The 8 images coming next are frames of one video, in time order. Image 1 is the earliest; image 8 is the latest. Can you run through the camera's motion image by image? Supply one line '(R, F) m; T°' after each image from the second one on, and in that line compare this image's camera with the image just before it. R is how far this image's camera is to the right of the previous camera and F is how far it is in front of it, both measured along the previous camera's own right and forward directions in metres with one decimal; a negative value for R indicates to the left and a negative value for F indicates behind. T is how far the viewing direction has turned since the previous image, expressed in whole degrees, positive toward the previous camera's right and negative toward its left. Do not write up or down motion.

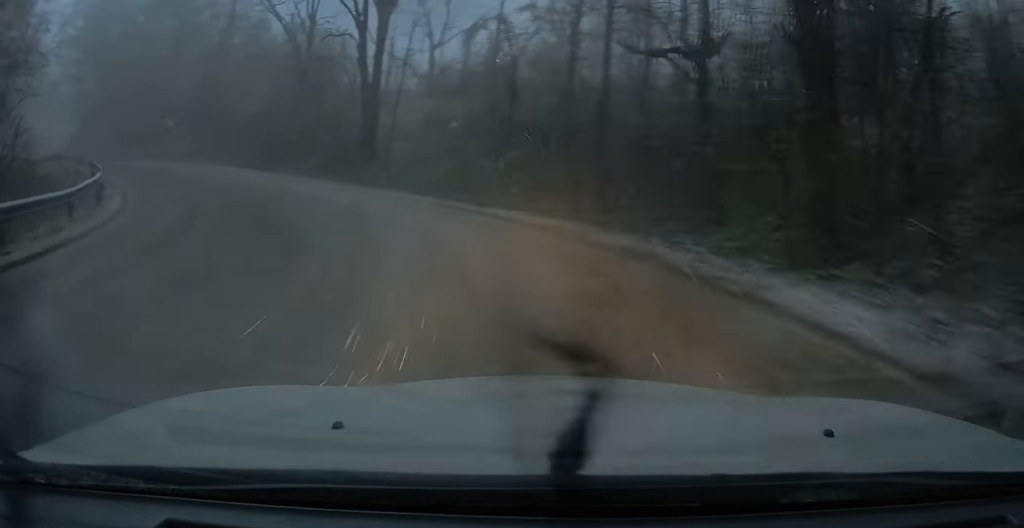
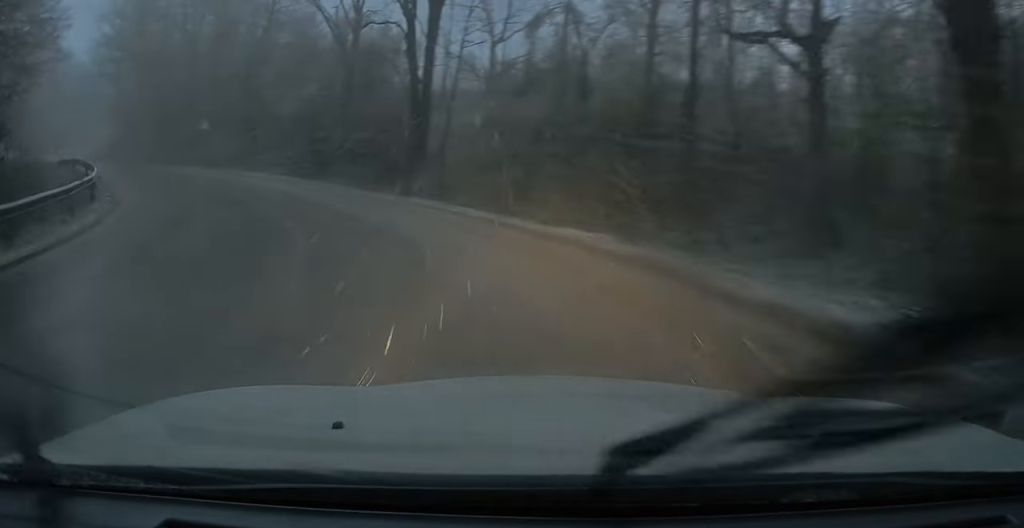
(-0.2, +3.7) m; -7°
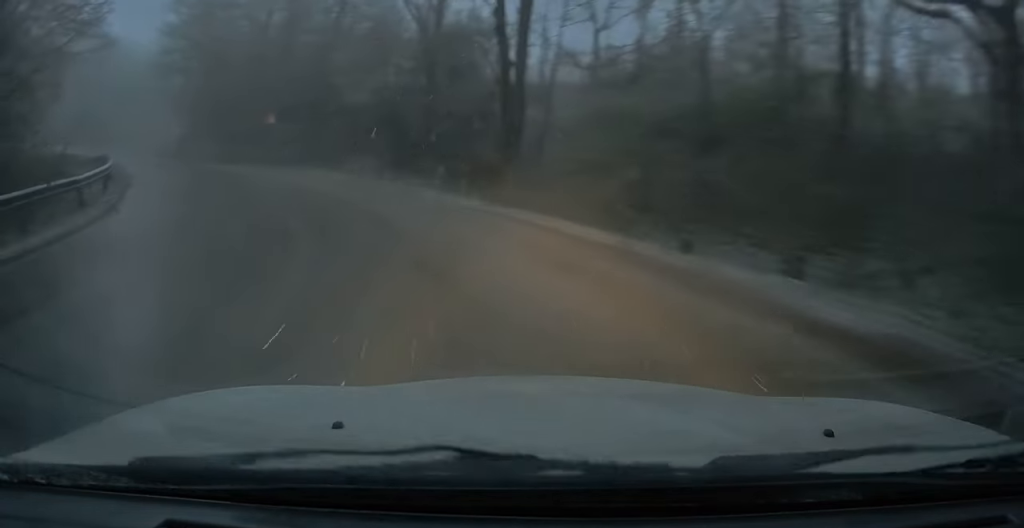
(-0.9, +4.3) m; -7°
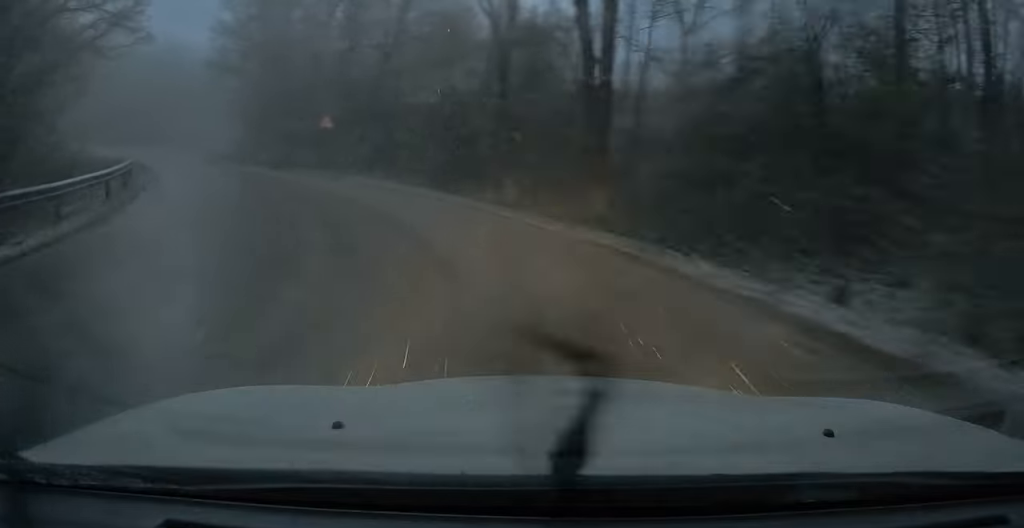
(-0.2, +3.2) m; -5°
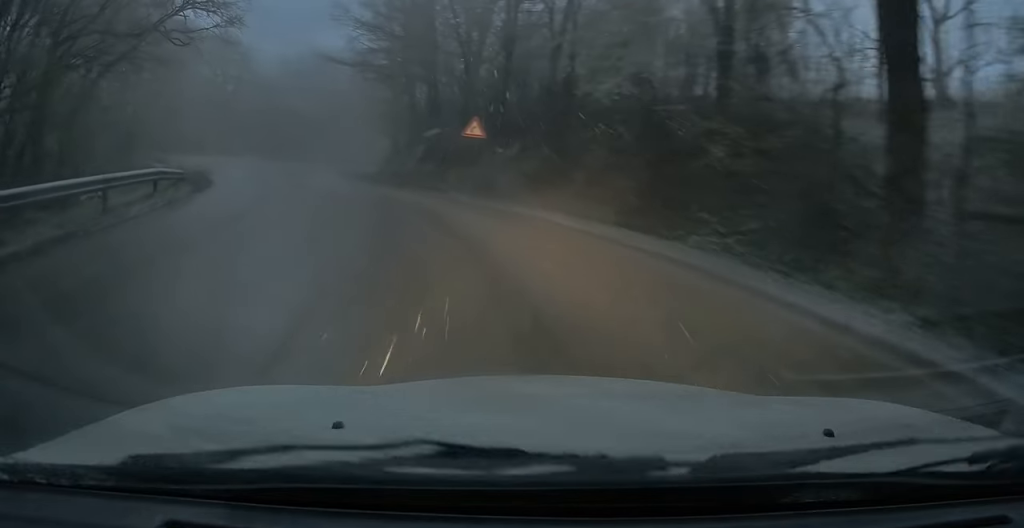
(0.0, +8.0) m; -11°
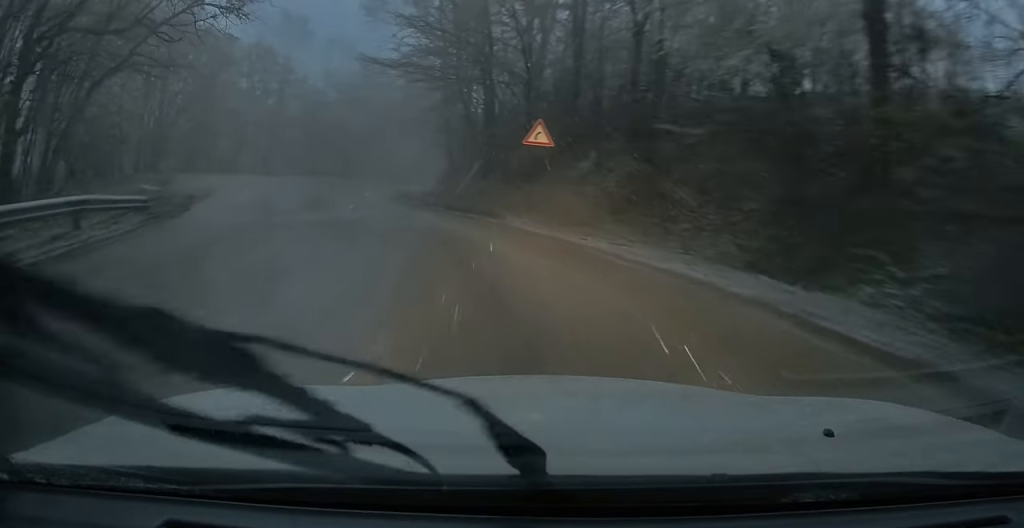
(-0.8, +5.1) m; -10°
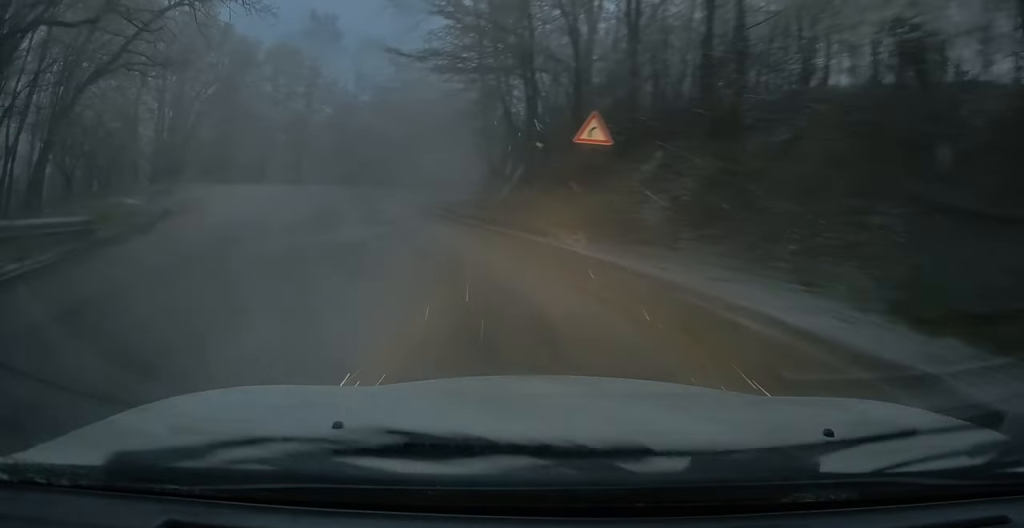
(-0.1, +3.4) m; -5°
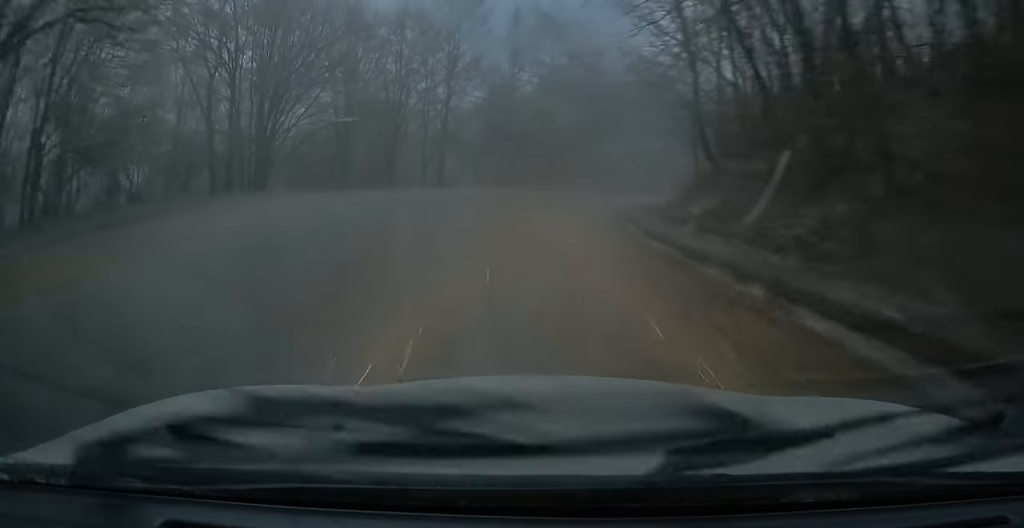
(-1.1, +11.4) m; -6°
